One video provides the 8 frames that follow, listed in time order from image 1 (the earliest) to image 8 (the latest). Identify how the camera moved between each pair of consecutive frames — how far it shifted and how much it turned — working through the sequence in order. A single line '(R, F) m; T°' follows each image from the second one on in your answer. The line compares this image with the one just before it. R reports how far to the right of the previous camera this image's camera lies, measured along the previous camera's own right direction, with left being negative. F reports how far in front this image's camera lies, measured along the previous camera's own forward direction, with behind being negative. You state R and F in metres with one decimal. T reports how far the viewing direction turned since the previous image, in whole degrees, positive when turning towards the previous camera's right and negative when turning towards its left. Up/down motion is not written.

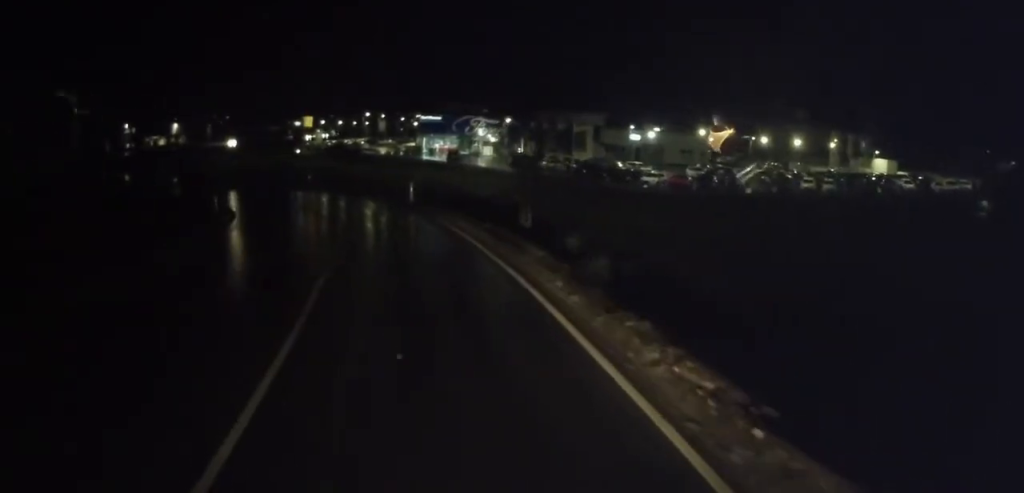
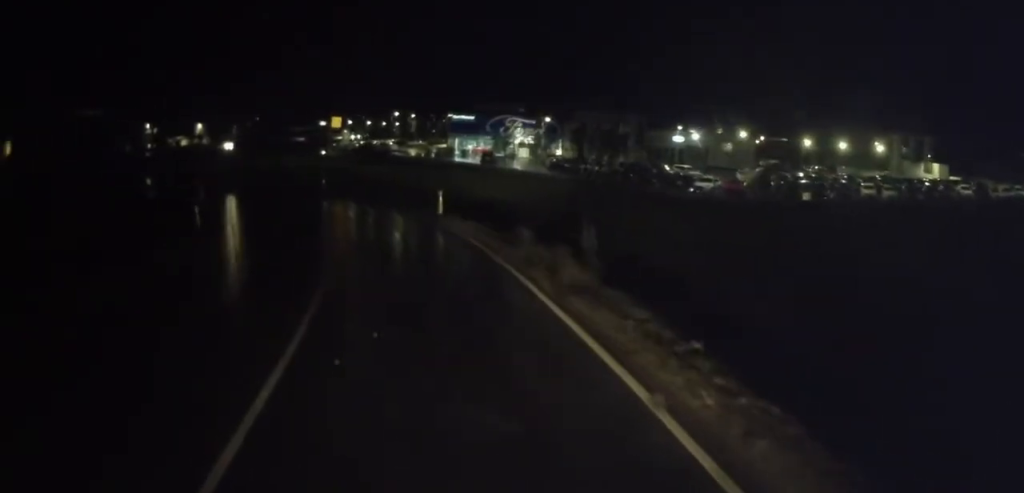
(0.0, +6.1) m; -3°
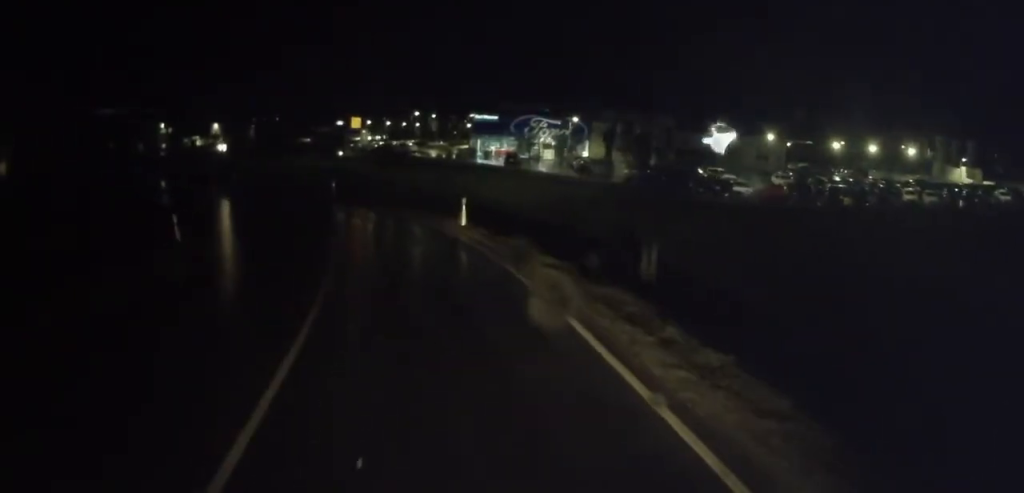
(+0.2, +3.9) m; -3°
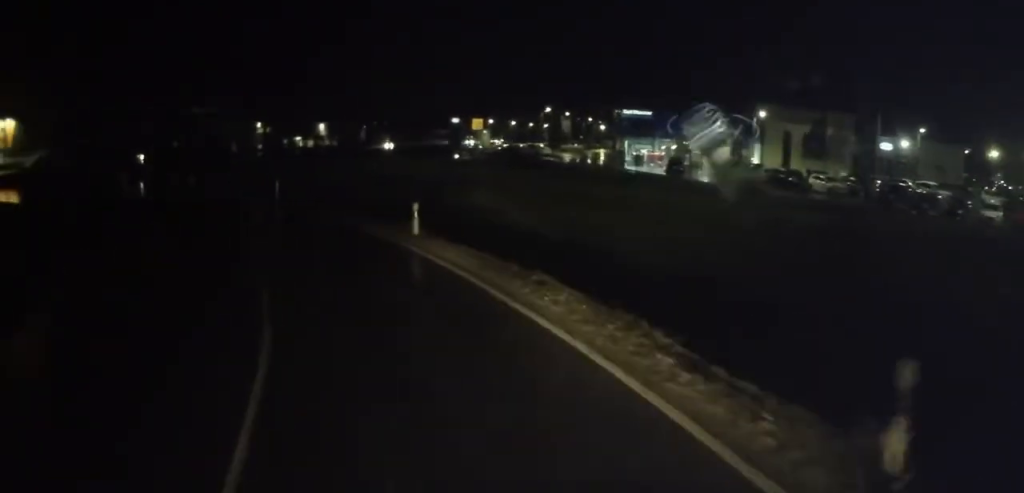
(-2.3, +18.3) m; -9°
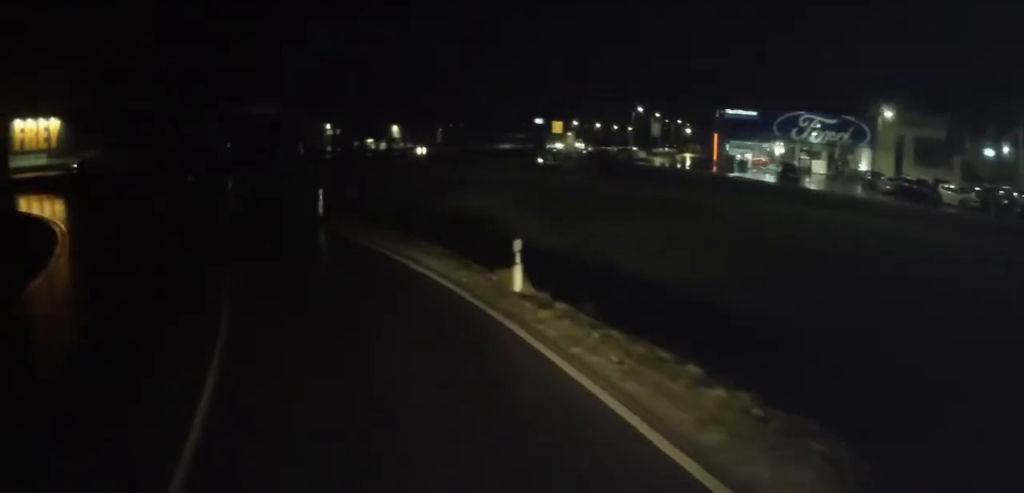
(-0.1, +7.8) m; -5°
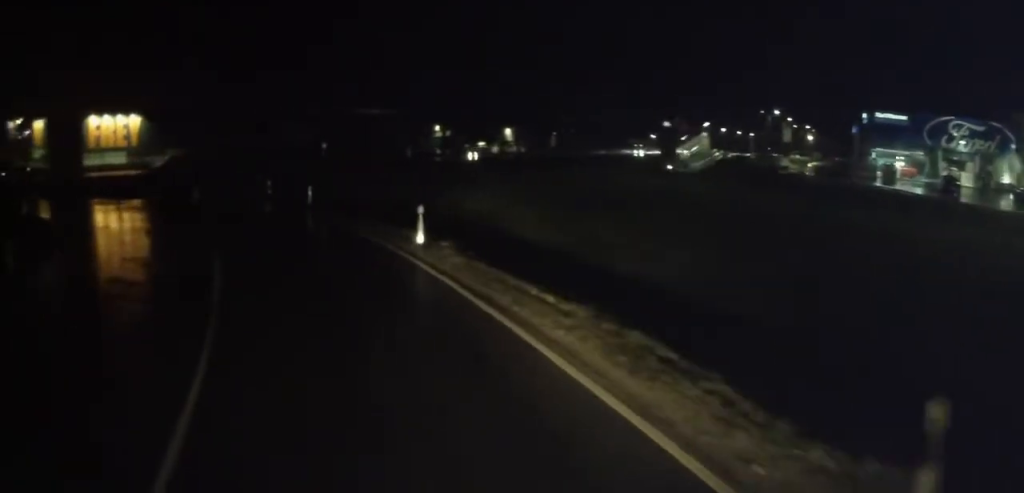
(-0.6, +7.9) m; -8°
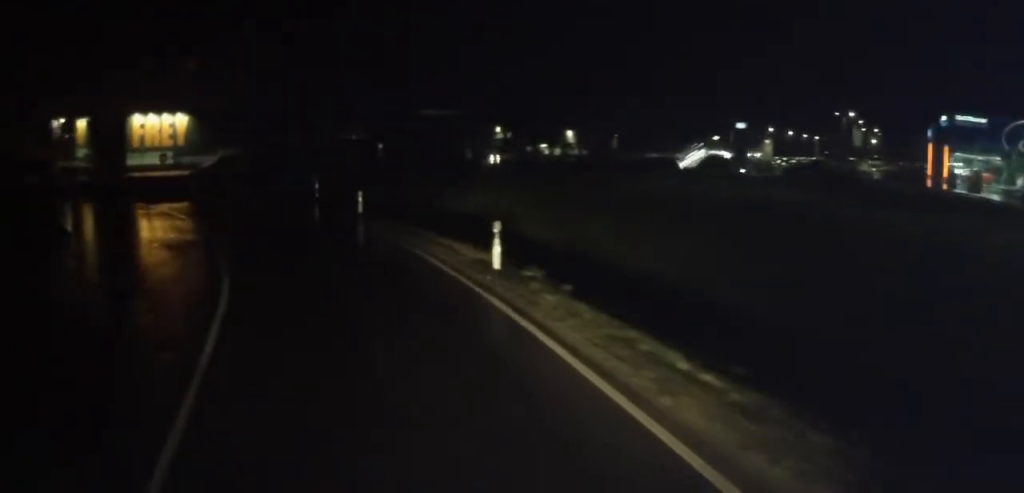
(-0.1, +4.0) m; -4°
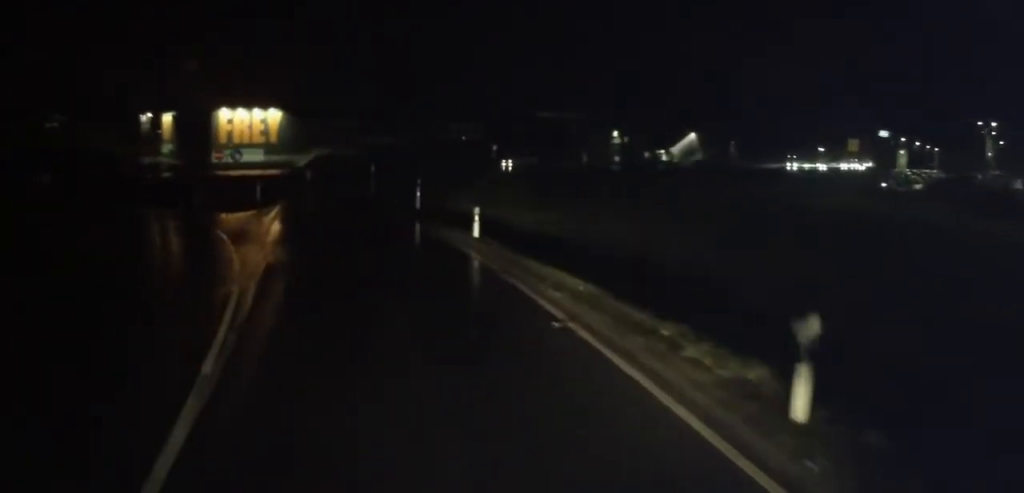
(-0.3, +8.1) m; -9°
